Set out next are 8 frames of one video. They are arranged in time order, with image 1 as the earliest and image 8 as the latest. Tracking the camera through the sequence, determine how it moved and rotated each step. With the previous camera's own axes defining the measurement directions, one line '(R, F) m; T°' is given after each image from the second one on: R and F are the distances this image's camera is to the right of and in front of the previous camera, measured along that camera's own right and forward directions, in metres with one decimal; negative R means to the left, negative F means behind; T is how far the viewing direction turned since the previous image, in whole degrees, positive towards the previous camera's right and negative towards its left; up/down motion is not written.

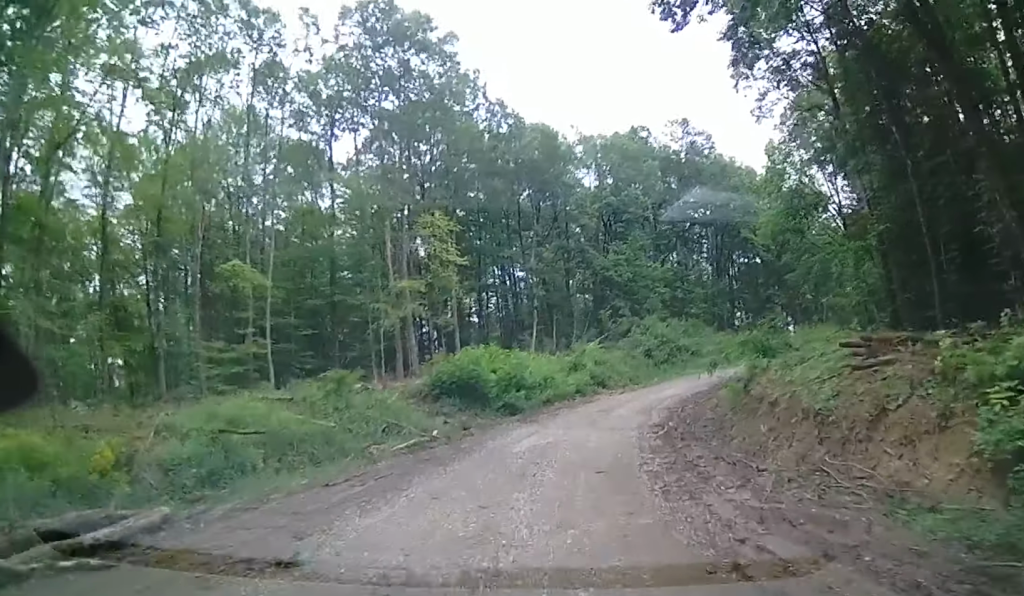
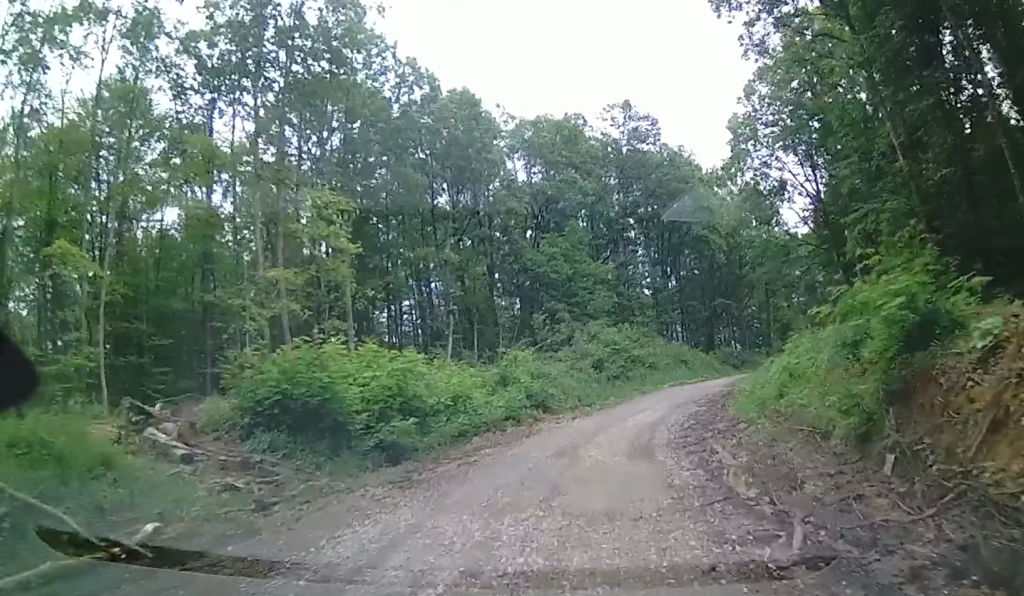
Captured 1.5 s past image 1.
(+0.3, +10.5) m; +9°
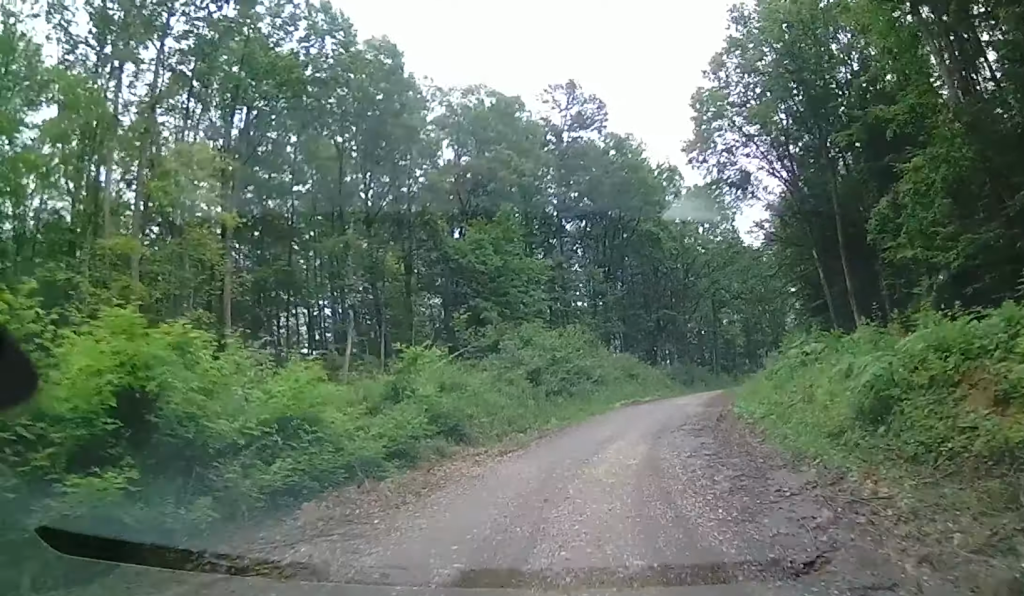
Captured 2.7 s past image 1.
(+0.7, +7.9) m; +6°
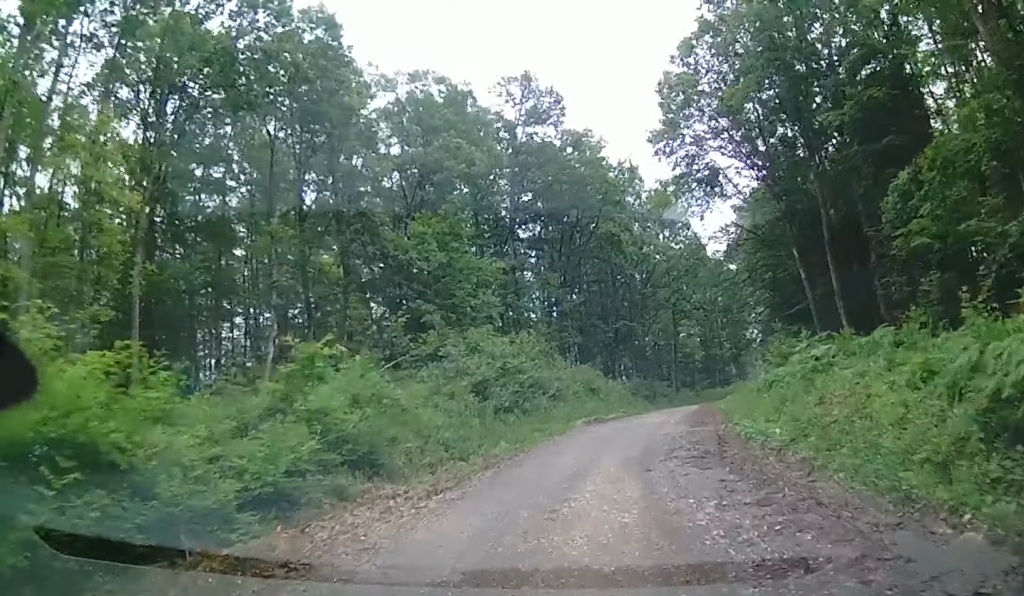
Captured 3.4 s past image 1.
(0.0, +4.7) m; 0°
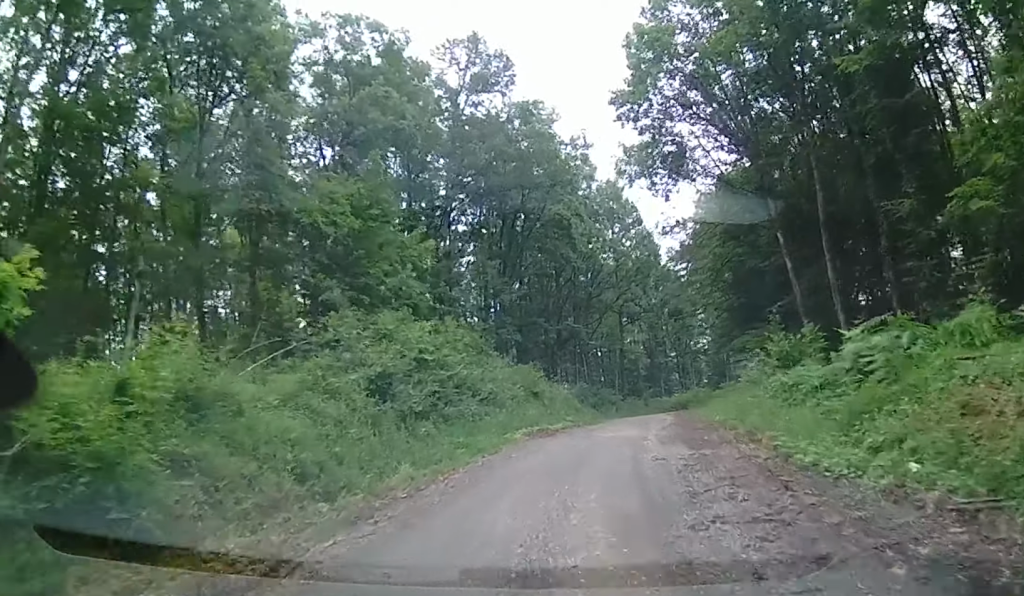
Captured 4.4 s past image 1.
(0.0, +6.7) m; +5°
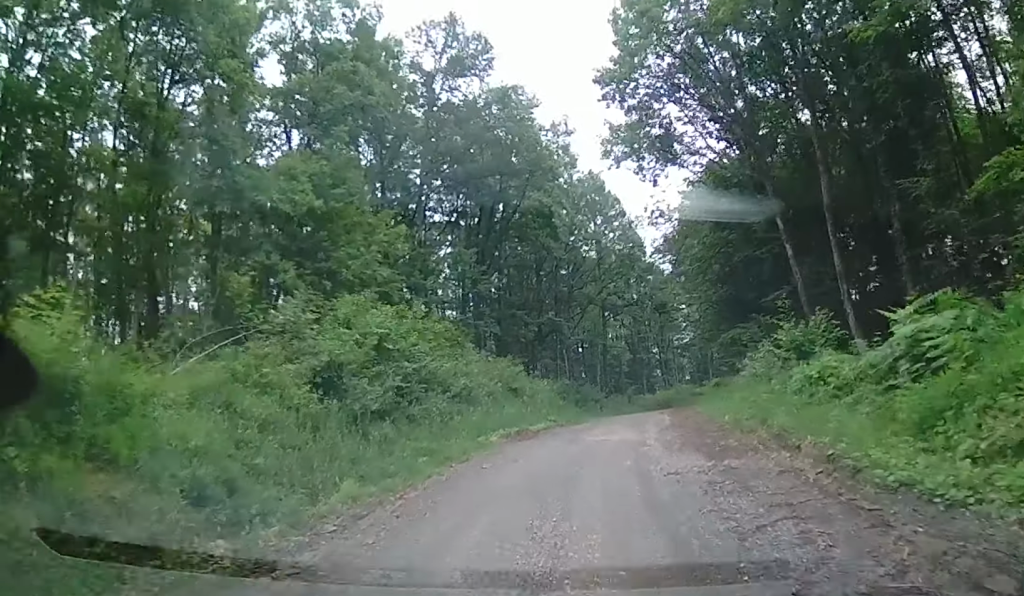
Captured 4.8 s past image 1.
(+0.2, +2.6) m; +3°
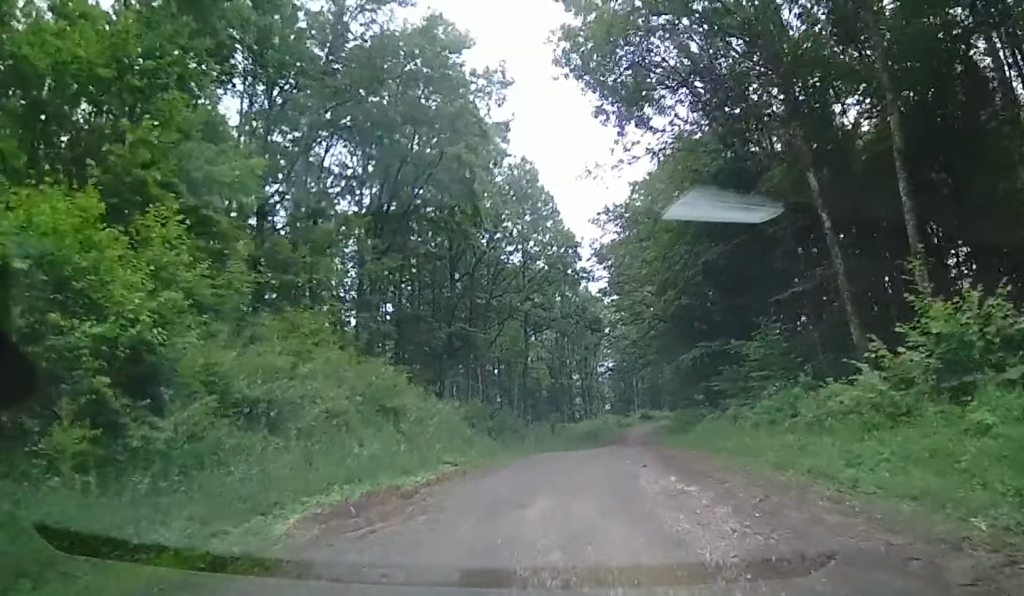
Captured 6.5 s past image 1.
(+1.2, +11.3) m; +10°
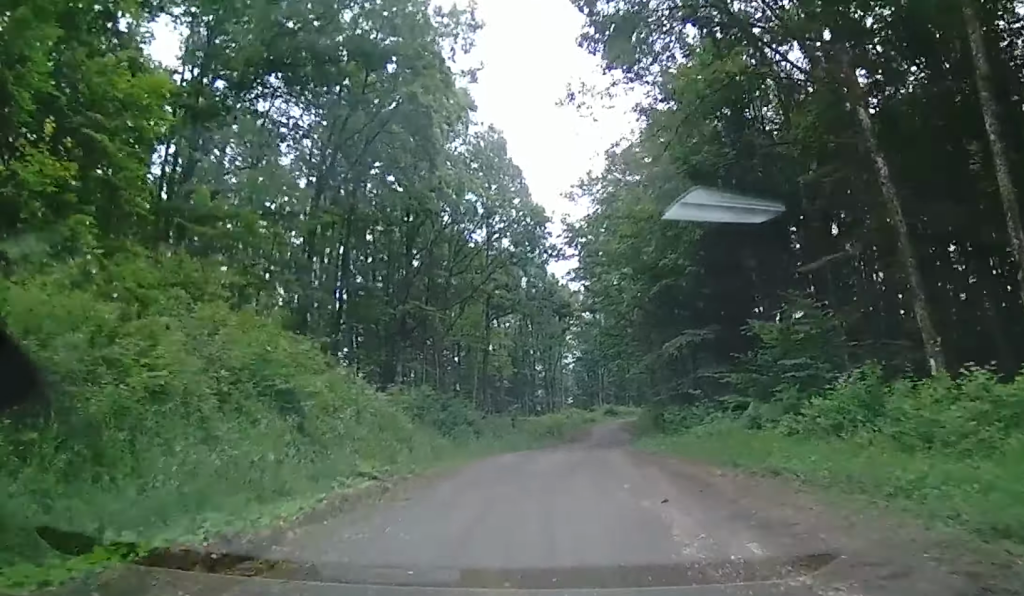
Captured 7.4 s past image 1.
(+0.2, +5.8) m; +1°
